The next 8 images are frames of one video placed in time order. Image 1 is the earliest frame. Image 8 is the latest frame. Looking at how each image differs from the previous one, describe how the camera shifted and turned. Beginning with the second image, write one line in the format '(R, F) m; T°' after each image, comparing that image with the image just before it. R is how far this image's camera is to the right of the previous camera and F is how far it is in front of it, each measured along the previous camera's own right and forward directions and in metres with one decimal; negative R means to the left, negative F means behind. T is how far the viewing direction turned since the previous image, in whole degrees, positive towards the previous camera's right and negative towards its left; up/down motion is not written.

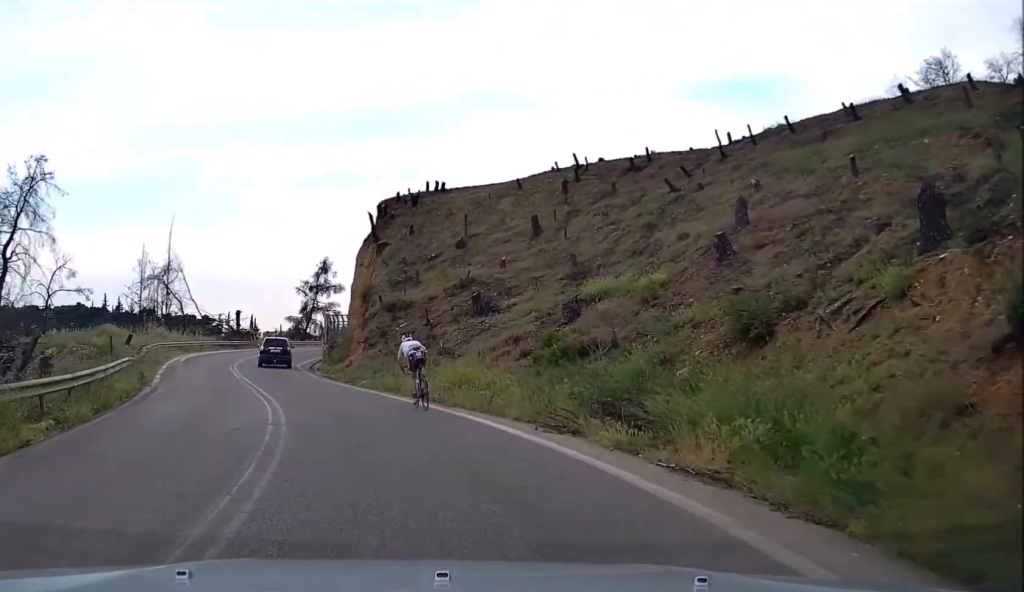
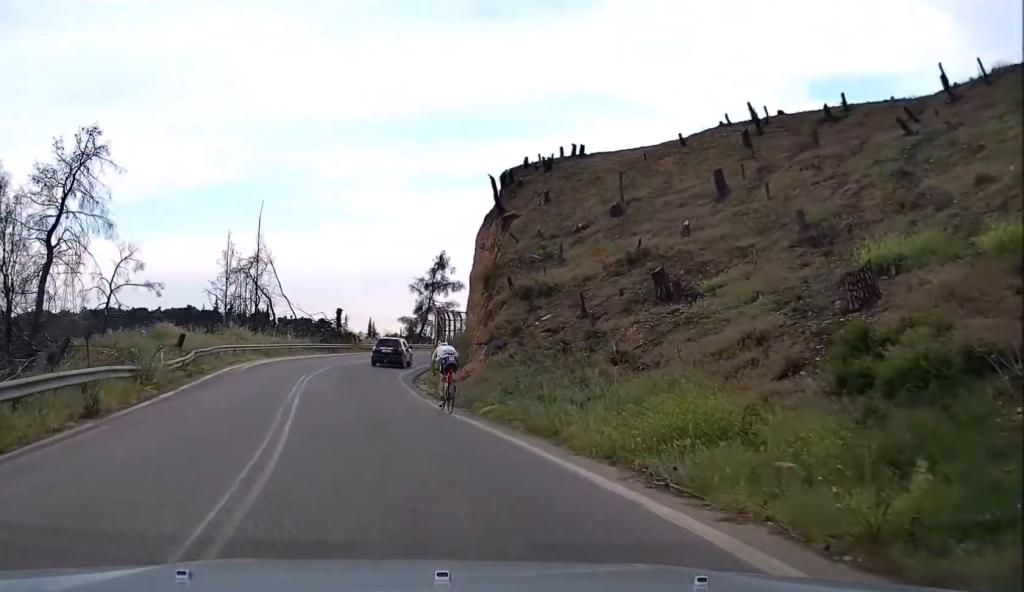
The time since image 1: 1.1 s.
(-1.1, +11.4) m; -9°
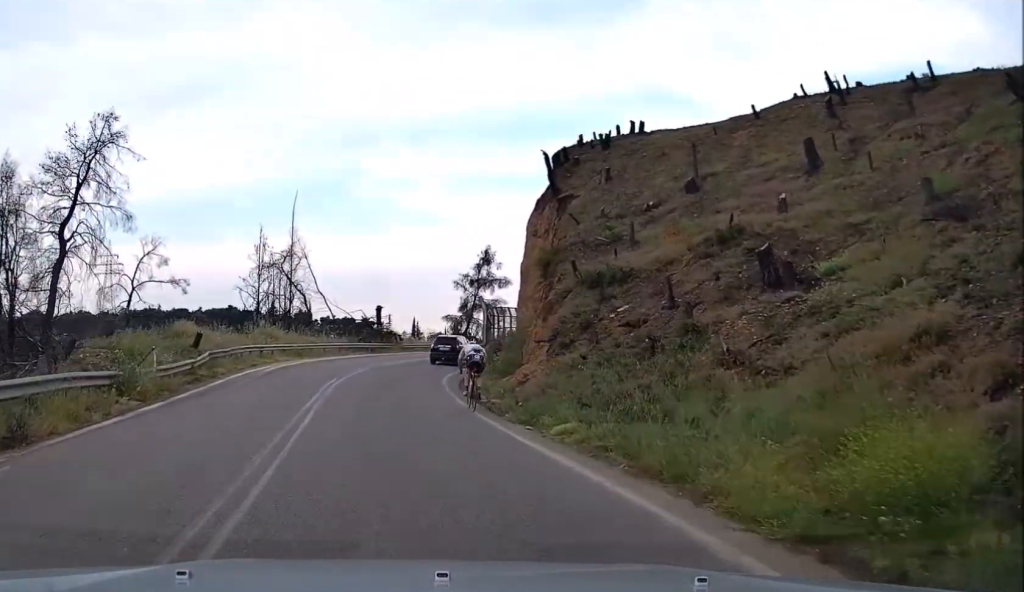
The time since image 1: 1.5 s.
(-0.1, +4.0) m; -2°
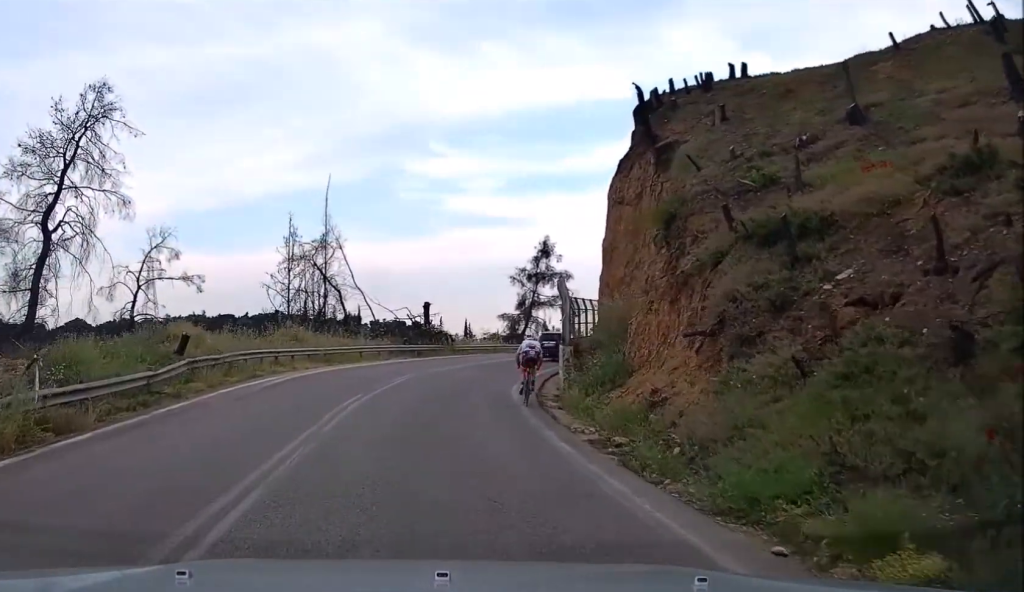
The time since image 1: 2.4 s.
(-0.4, +8.5) m; -4°
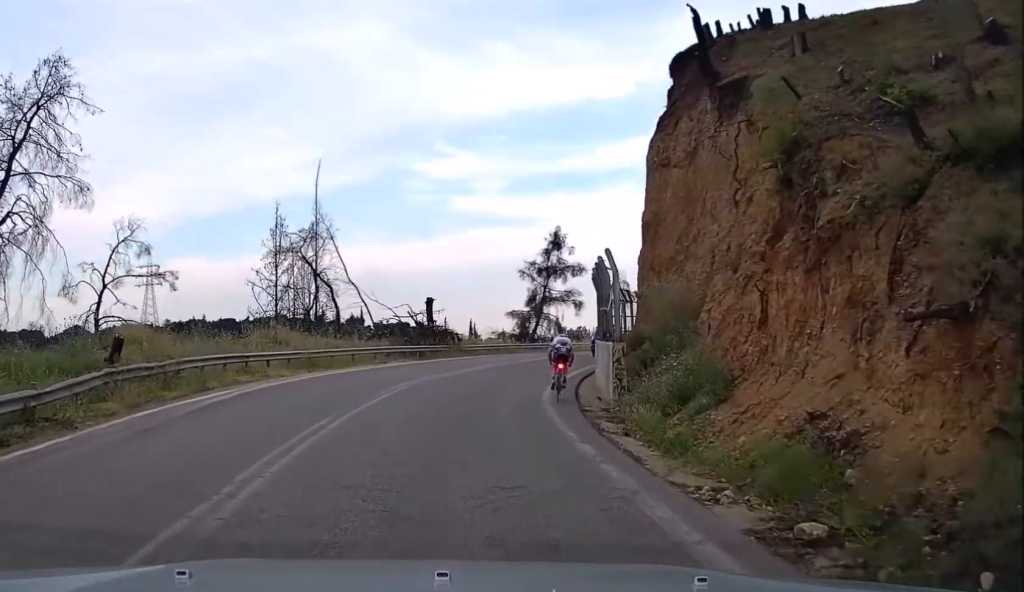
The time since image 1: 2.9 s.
(-0.2, +5.9) m; -2°
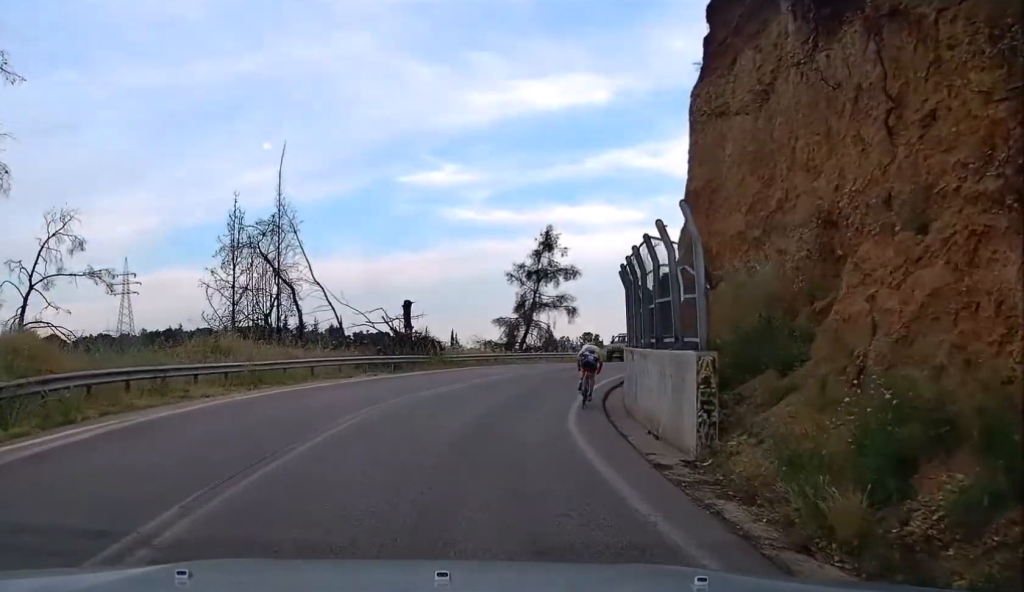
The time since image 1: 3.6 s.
(0.0, +6.6) m; +1°
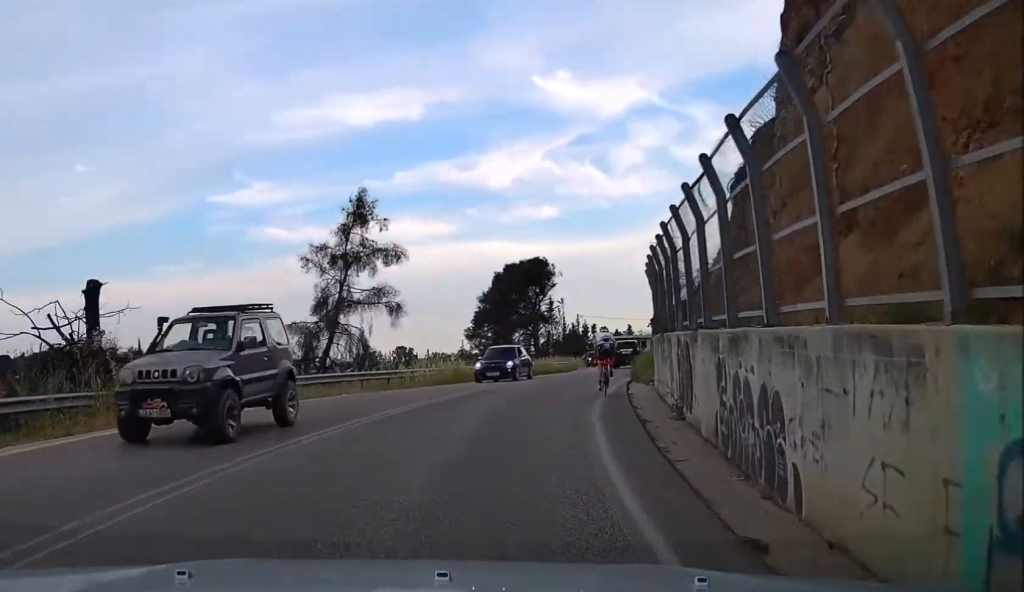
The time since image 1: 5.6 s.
(+2.0, +21.1) m; +13°
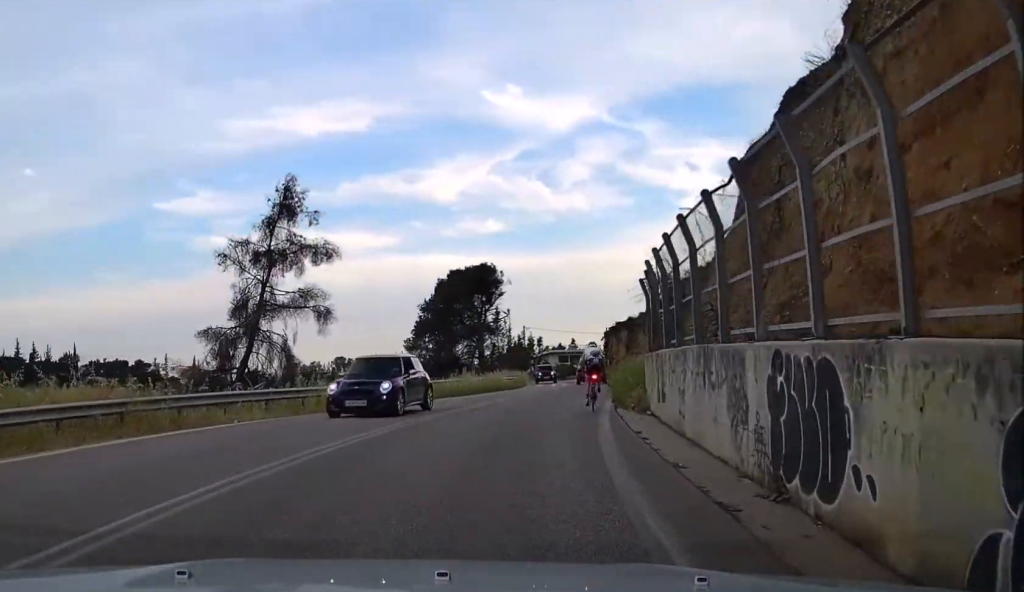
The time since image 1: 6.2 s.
(+0.3, +6.1) m; +4°
